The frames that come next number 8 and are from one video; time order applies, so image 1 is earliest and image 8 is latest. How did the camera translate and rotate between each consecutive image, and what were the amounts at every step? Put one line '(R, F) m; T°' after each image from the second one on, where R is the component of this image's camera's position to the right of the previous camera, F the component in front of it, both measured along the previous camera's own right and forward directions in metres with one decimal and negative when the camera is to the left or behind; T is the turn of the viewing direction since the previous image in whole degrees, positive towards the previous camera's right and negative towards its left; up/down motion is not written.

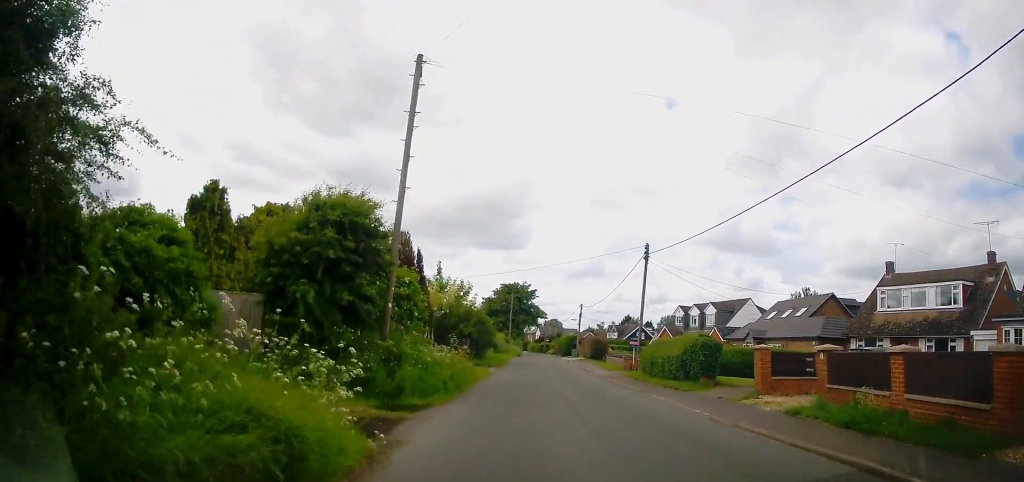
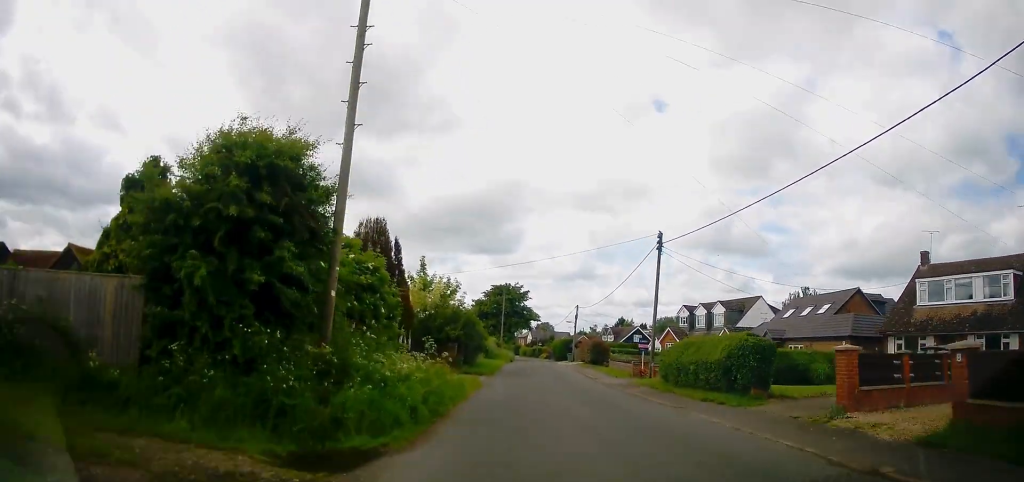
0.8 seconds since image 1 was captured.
(+0.1, +4.8) m; 0°
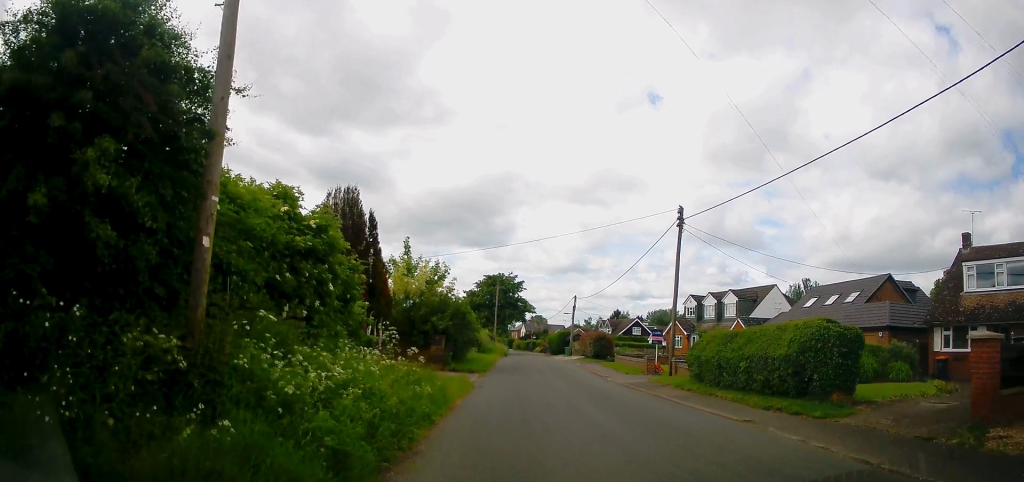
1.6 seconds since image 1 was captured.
(+0.1, +4.6) m; 0°
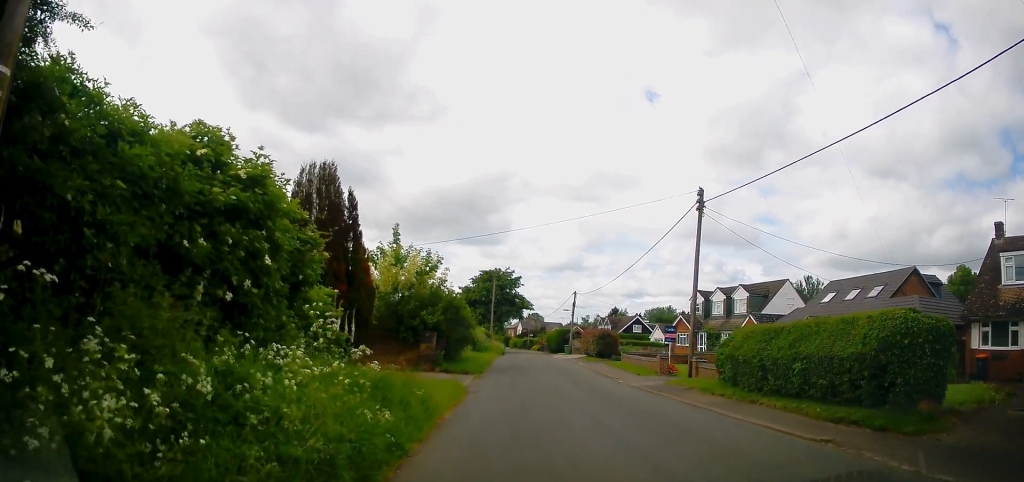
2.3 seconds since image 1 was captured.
(-0.2, +3.2) m; +3°
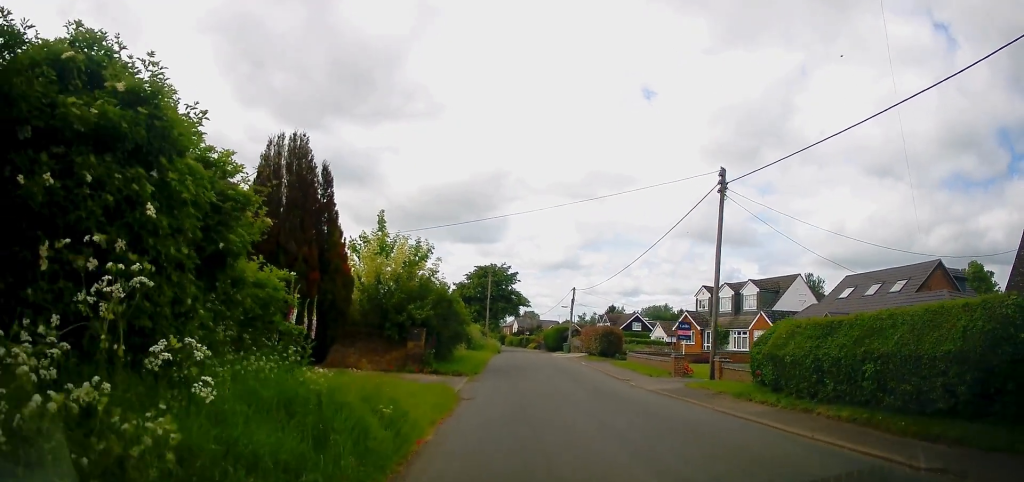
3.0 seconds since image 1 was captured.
(+0.3, +2.7) m; +5°
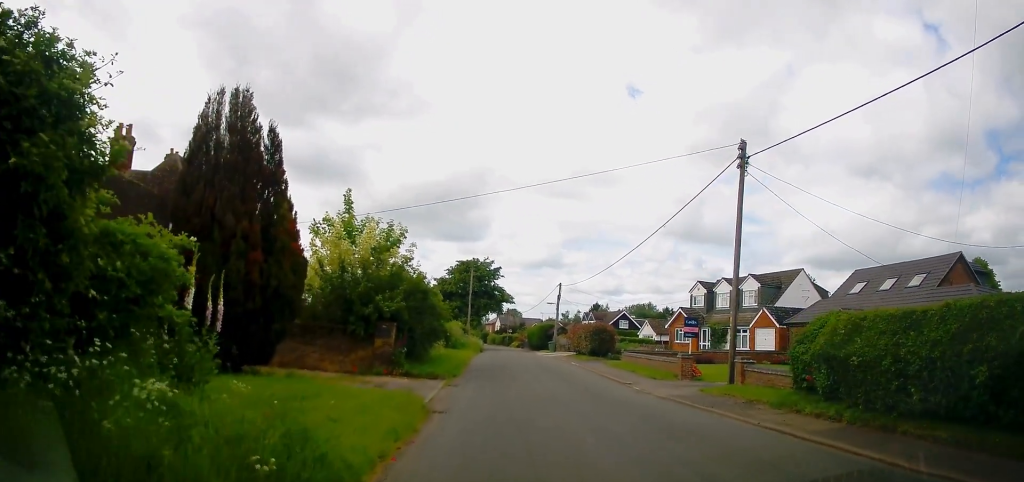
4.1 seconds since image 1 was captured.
(+0.1, +3.3) m; -7°
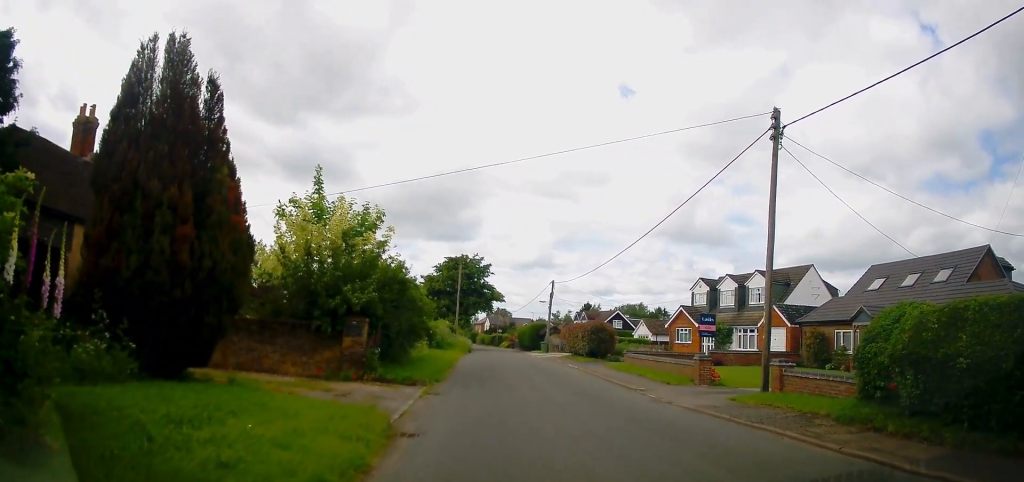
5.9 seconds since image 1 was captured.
(-0.4, +2.7) m; -4°
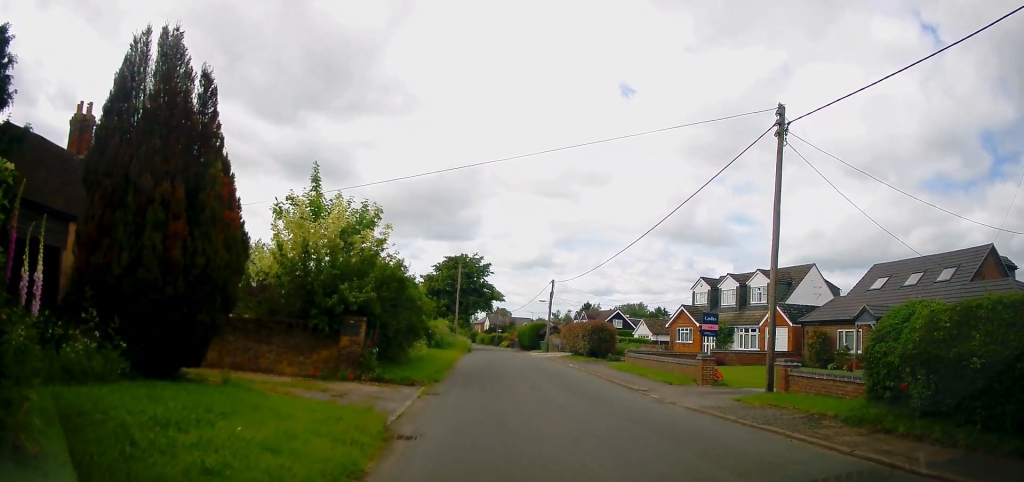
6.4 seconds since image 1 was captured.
(+0.2, +0.4) m; 0°
